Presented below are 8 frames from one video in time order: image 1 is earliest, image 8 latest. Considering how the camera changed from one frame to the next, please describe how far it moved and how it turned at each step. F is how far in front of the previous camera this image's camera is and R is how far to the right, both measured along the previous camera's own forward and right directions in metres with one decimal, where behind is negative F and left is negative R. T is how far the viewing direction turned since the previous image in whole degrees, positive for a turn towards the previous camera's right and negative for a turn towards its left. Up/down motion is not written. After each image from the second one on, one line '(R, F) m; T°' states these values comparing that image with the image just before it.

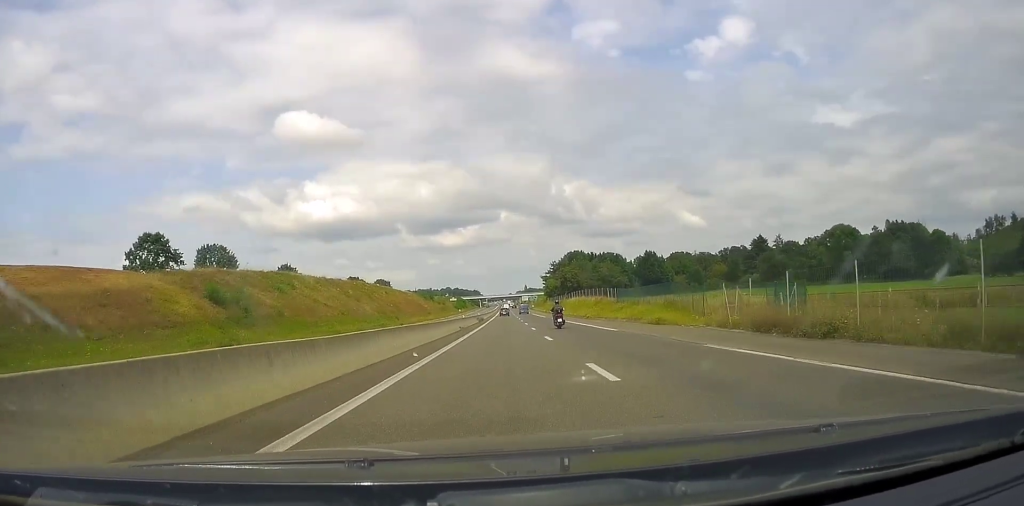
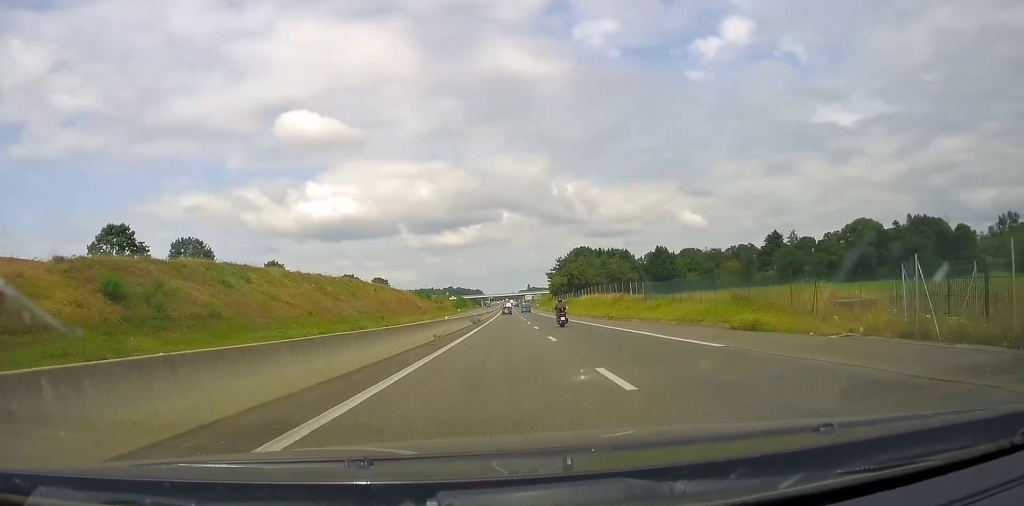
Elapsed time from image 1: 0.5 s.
(0.0, +13.9) m; 0°
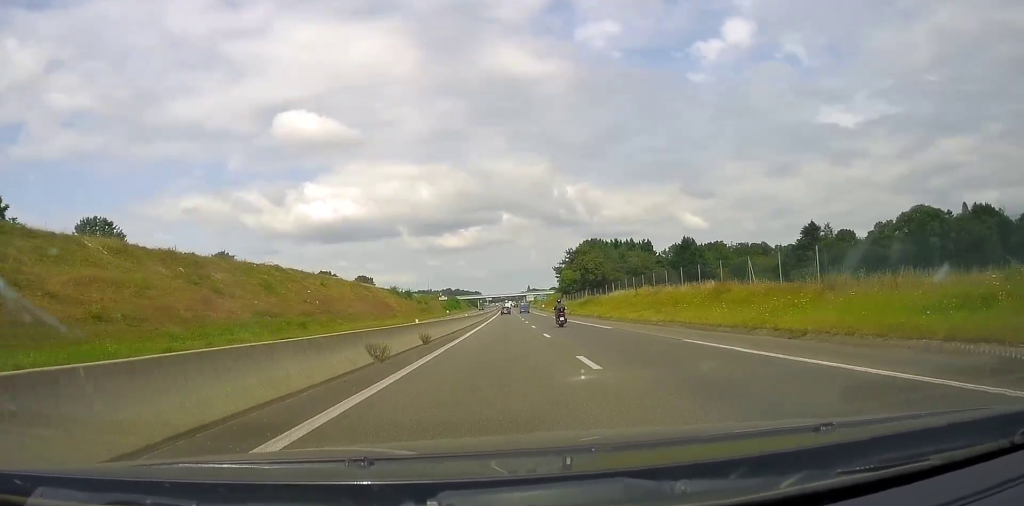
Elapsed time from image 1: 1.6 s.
(0.0, +35.7) m; 0°
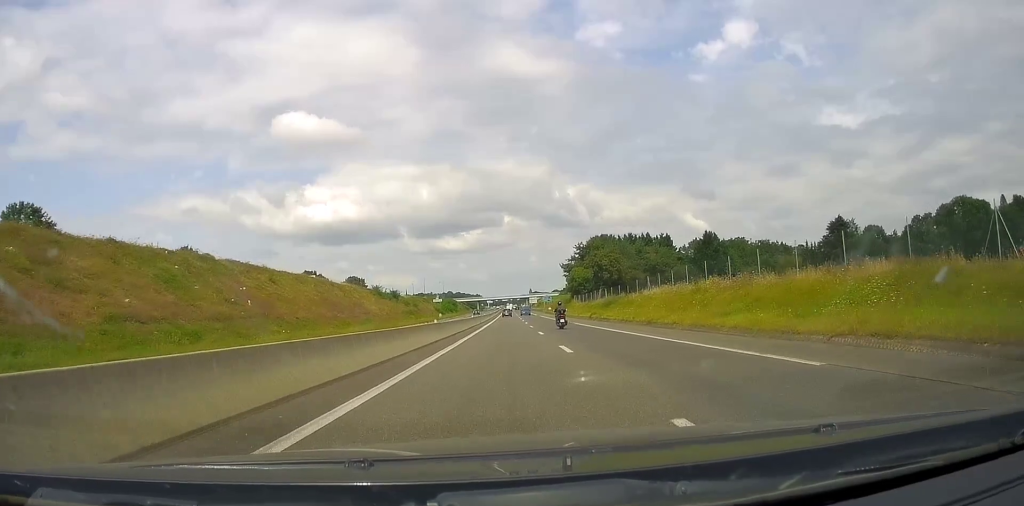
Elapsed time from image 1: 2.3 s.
(0.0, +21.0) m; 0°
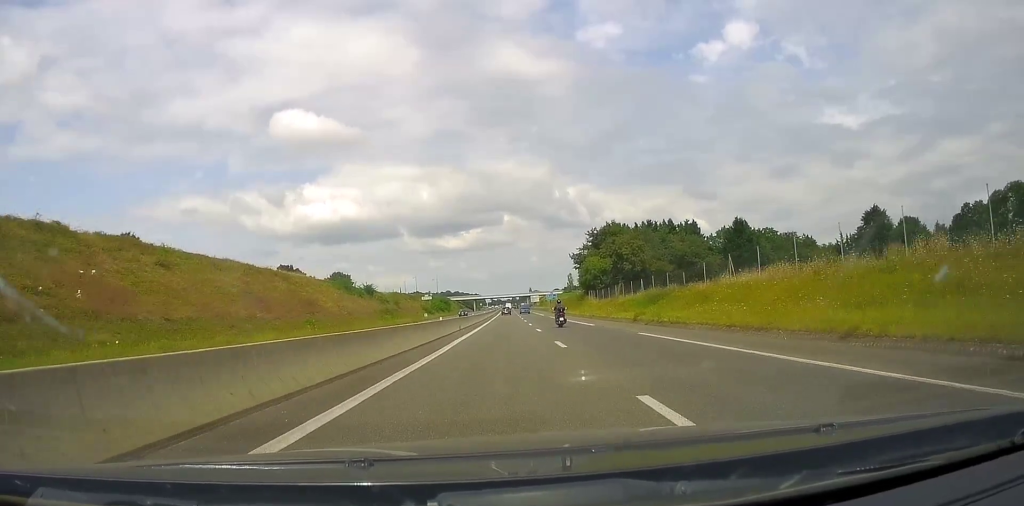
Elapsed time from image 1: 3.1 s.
(0.0, +24.7) m; 0°
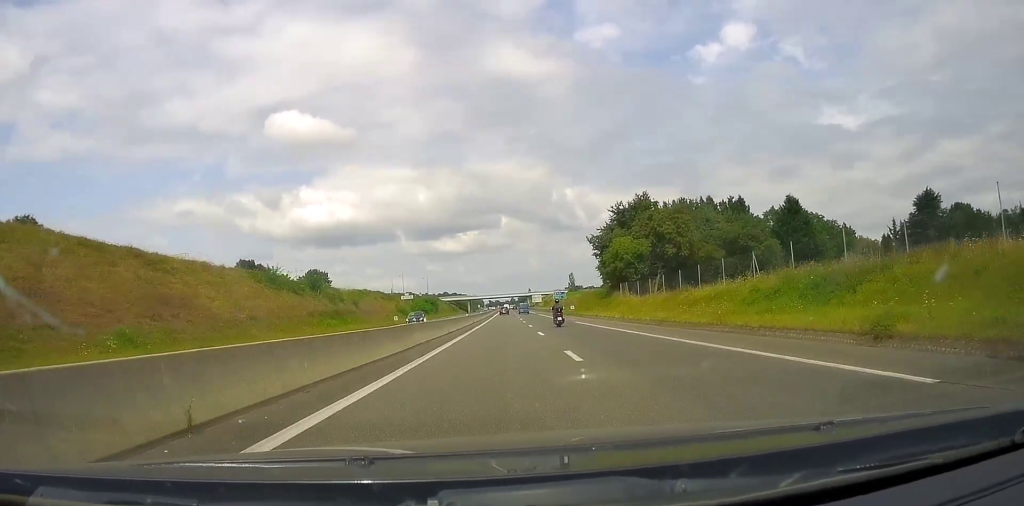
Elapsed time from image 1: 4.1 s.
(+0.1, +30.9) m; 0°
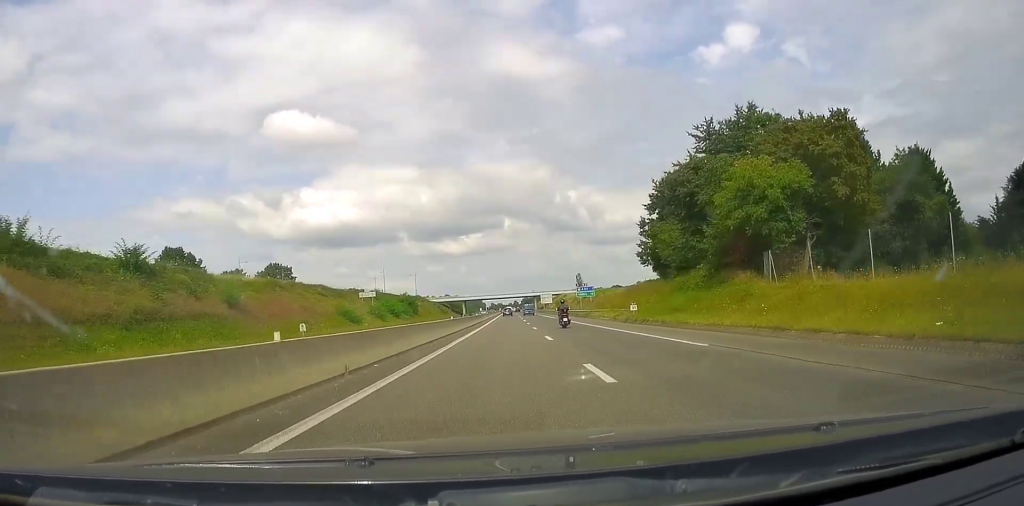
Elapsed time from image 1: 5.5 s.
(+0.2, +42.6) m; +1°
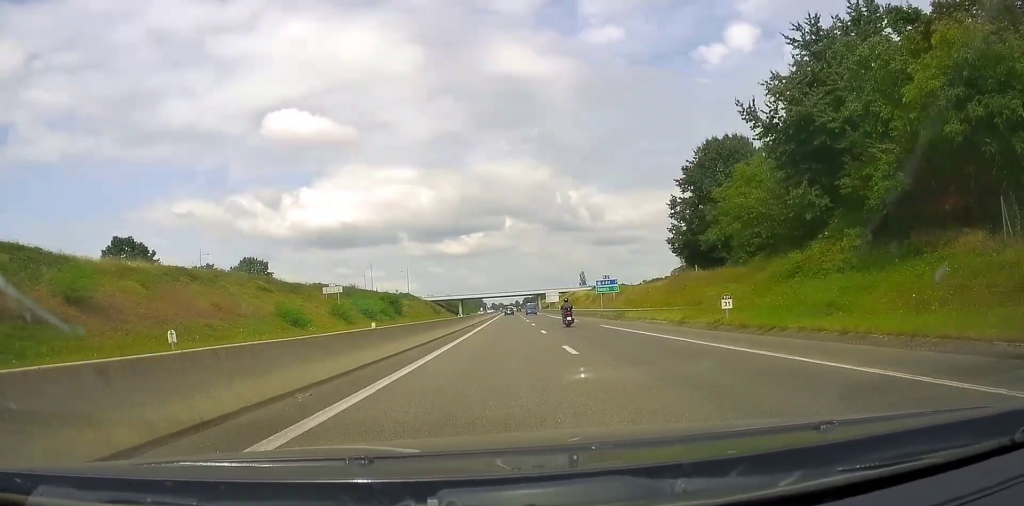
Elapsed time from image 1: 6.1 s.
(+0.2, +20.3) m; 0°
